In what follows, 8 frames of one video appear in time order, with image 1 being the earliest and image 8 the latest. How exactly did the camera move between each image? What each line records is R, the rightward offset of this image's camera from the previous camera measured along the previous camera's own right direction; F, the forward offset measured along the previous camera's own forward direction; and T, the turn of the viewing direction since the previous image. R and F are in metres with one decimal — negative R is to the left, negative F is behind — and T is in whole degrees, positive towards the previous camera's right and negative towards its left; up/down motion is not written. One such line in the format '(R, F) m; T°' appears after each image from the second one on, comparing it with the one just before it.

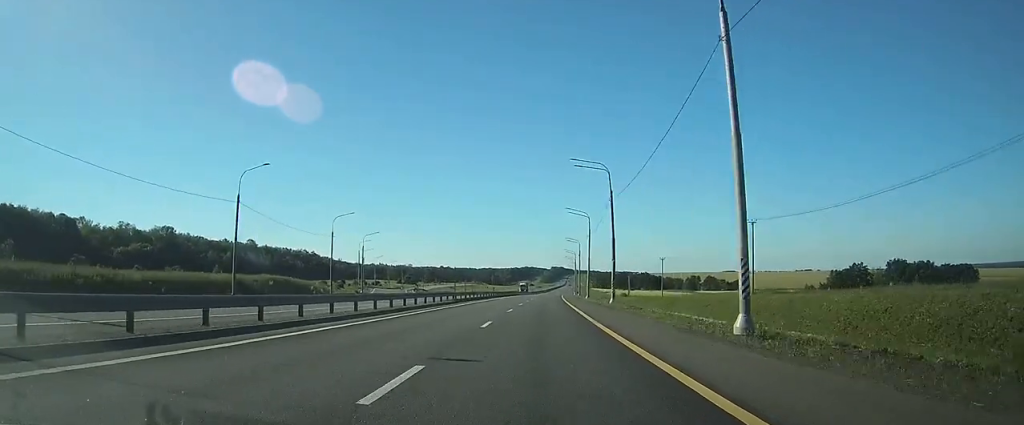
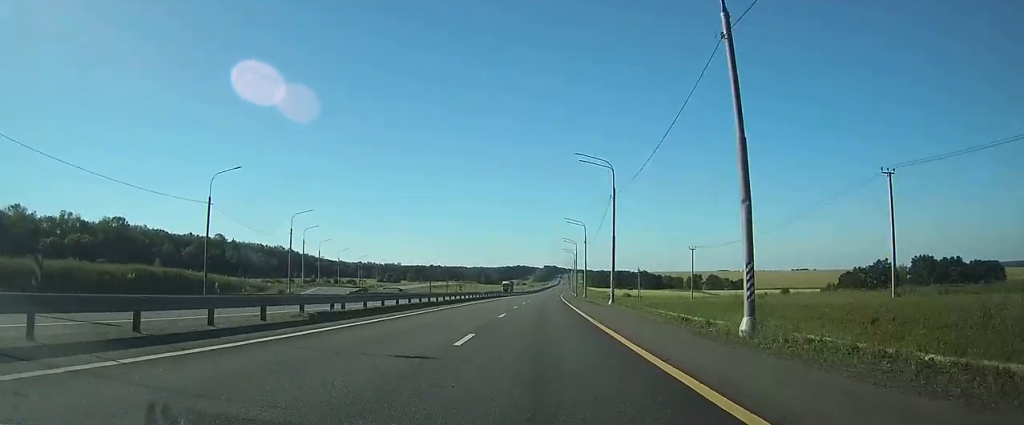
(+0.2, +29.6) m; +1°
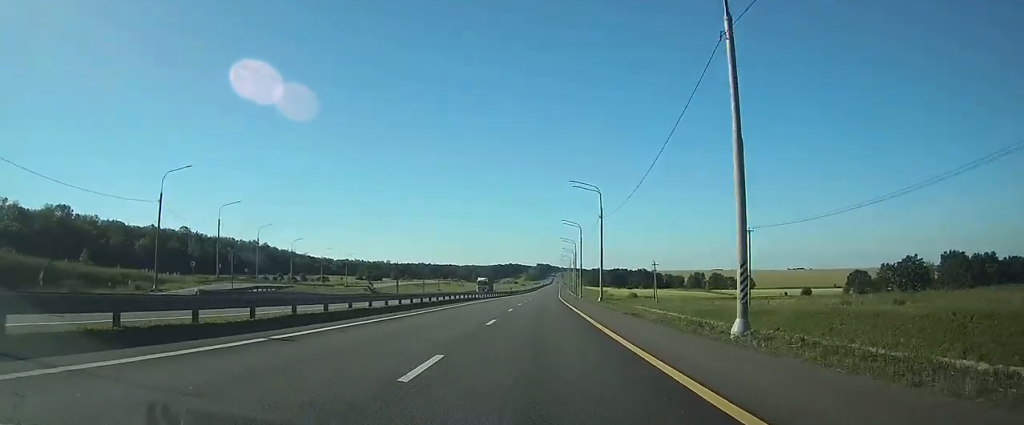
(+0.1, +28.7) m; +1°
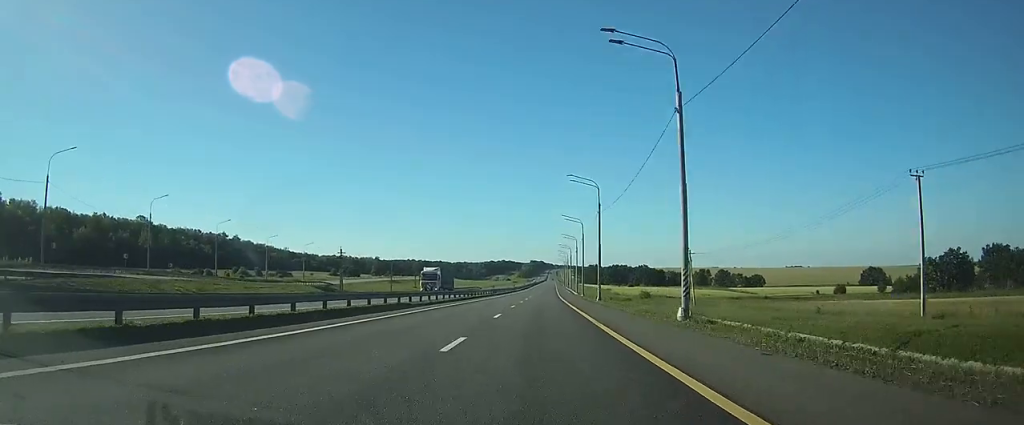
(+0.2, +32.6) m; +1°
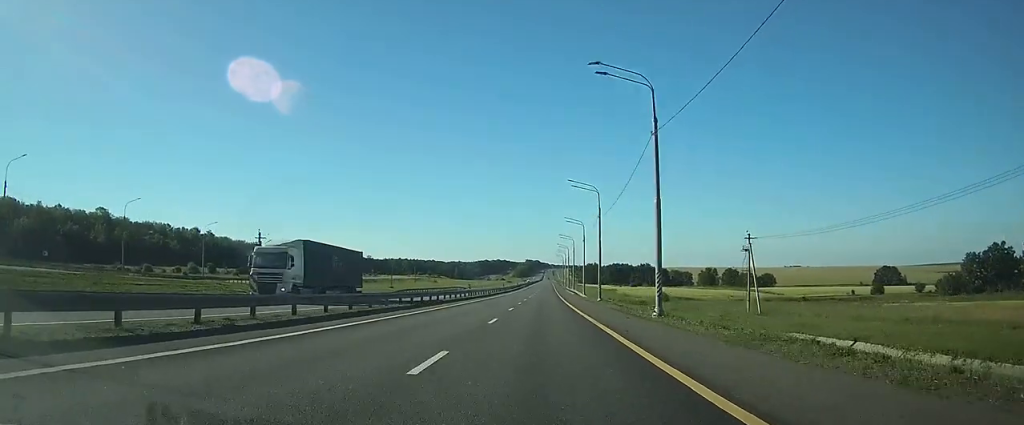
(+0.1, +26.8) m; 0°
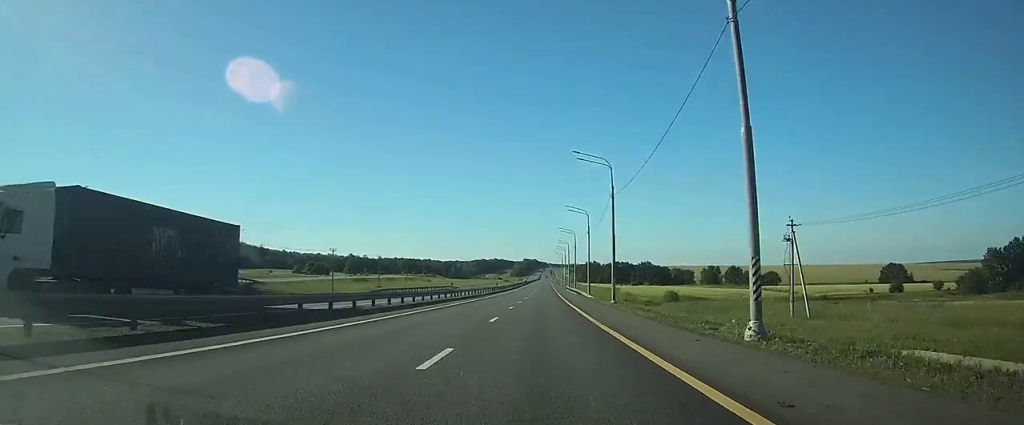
(0.0, +11.5) m; 0°
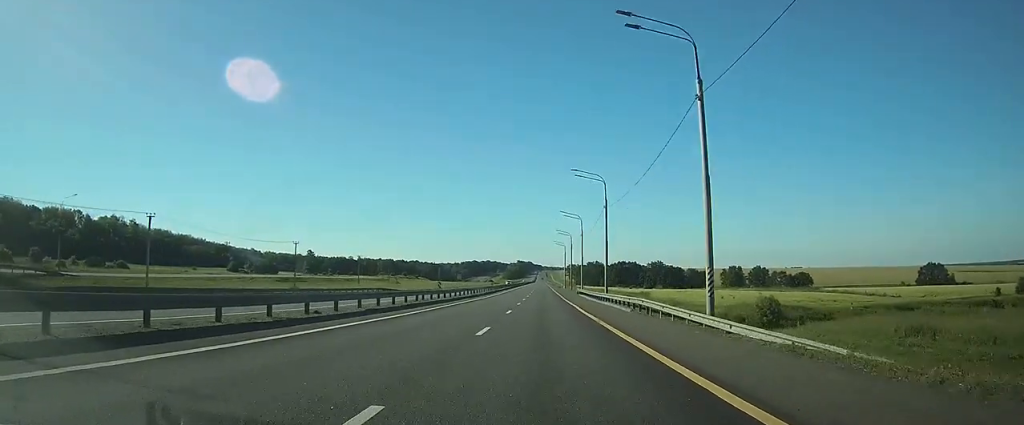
(+0.6, +53.8) m; +1°
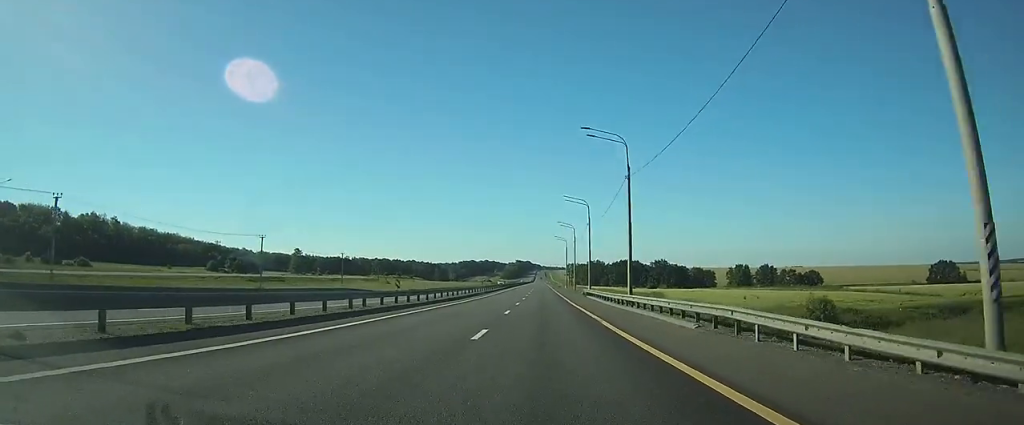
(0.0, +13.5) m; 0°
